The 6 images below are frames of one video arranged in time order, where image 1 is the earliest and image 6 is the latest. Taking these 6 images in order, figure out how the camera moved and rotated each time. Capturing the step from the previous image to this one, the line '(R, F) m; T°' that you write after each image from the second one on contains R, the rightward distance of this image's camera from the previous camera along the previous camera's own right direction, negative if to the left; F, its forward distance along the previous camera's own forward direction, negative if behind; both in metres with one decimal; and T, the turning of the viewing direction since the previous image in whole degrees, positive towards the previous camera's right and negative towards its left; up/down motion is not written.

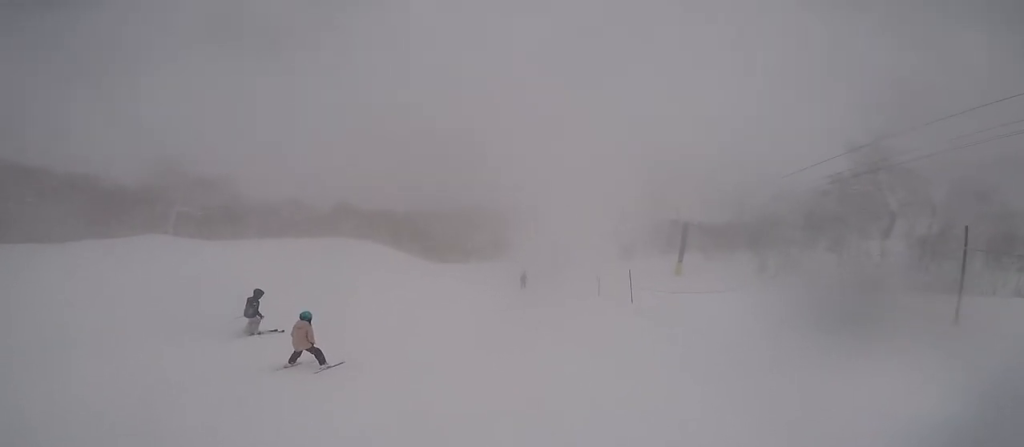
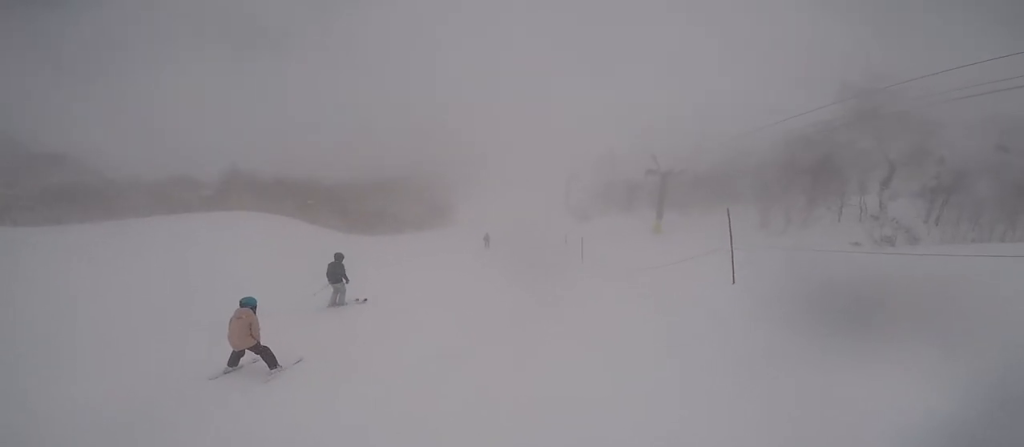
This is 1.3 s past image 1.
(+1.2, +9.5) m; +2°
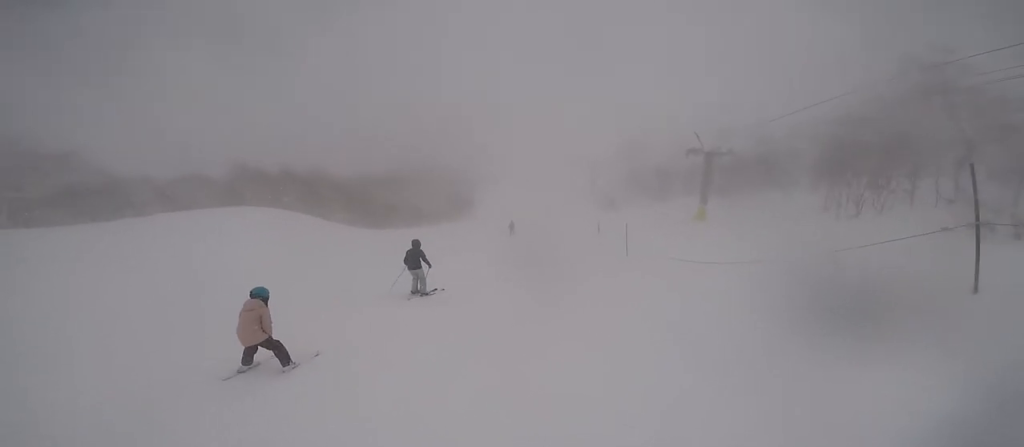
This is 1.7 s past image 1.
(-0.5, +3.4) m; 0°
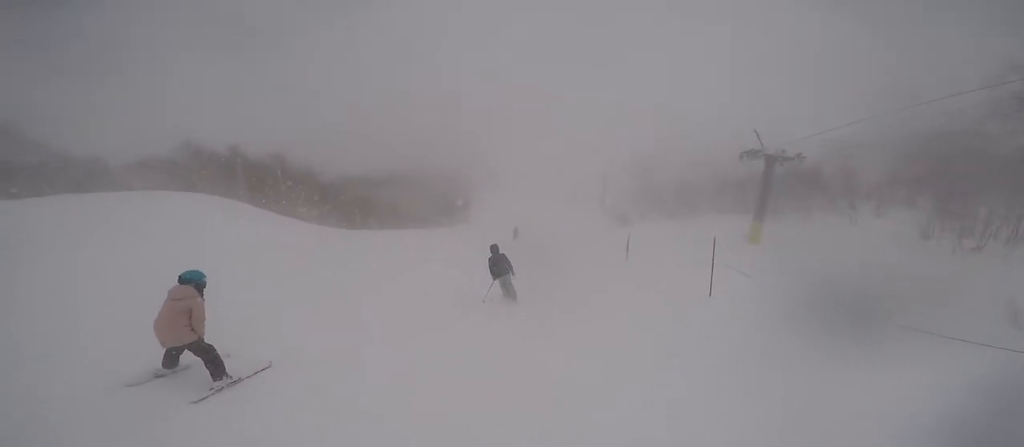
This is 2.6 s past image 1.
(-0.3, +7.2) m; +3°
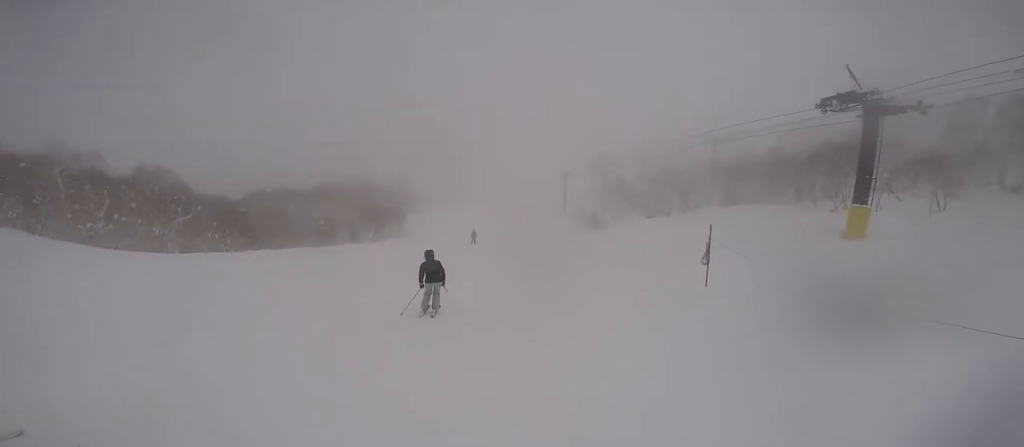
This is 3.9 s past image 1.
(+1.2, +11.4) m; +1°
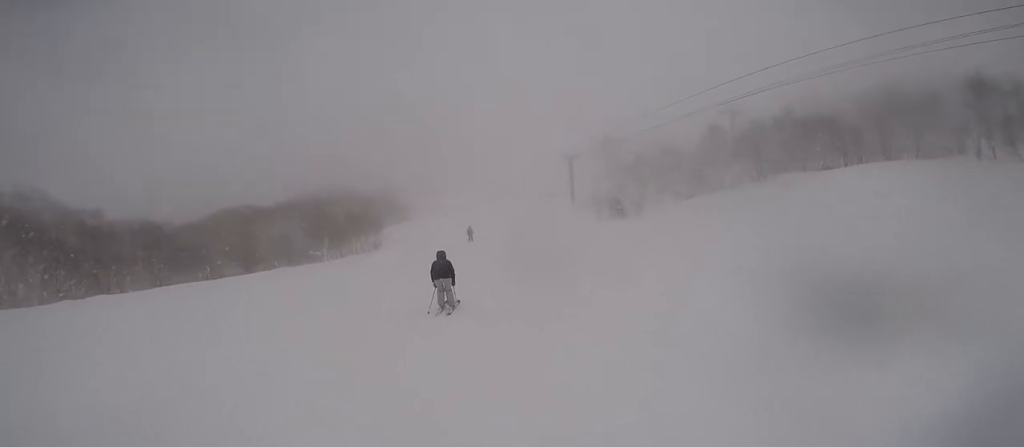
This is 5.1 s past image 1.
(-1.3, +10.1) m; -4°
